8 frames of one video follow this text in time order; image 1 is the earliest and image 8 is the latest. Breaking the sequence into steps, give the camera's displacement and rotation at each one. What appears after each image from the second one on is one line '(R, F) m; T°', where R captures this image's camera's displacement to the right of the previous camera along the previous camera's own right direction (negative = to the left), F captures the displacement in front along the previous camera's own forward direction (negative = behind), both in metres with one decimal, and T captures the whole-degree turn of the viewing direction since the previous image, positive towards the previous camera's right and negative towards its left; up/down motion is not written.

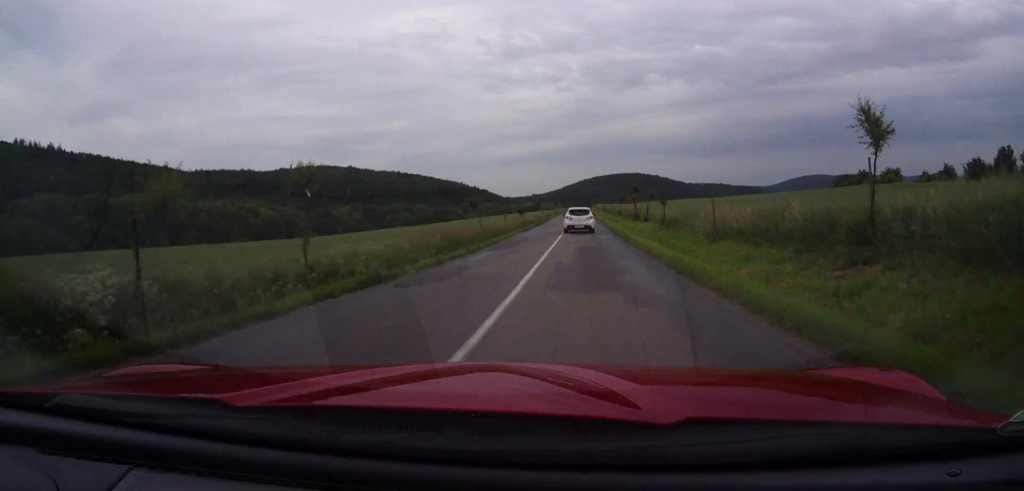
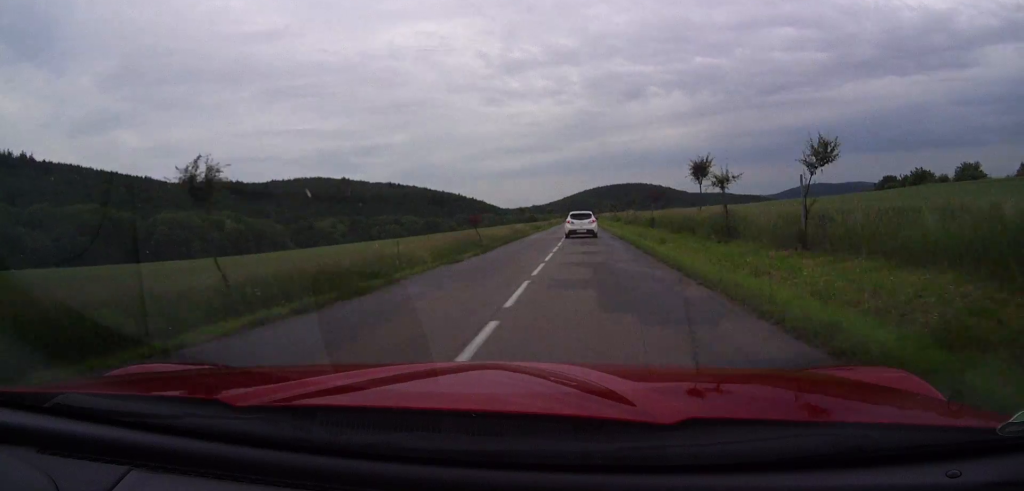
(-0.3, +32.1) m; -1°
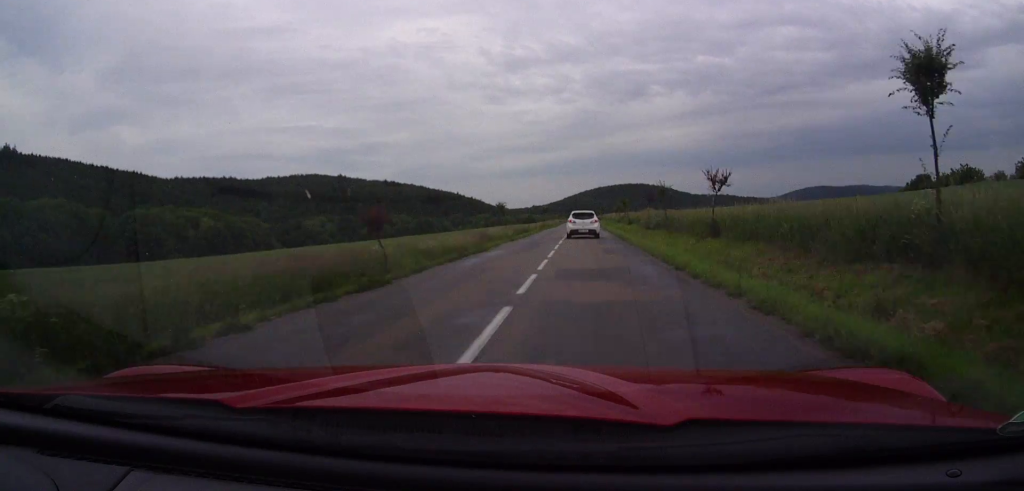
(-0.1, +19.4) m; 0°
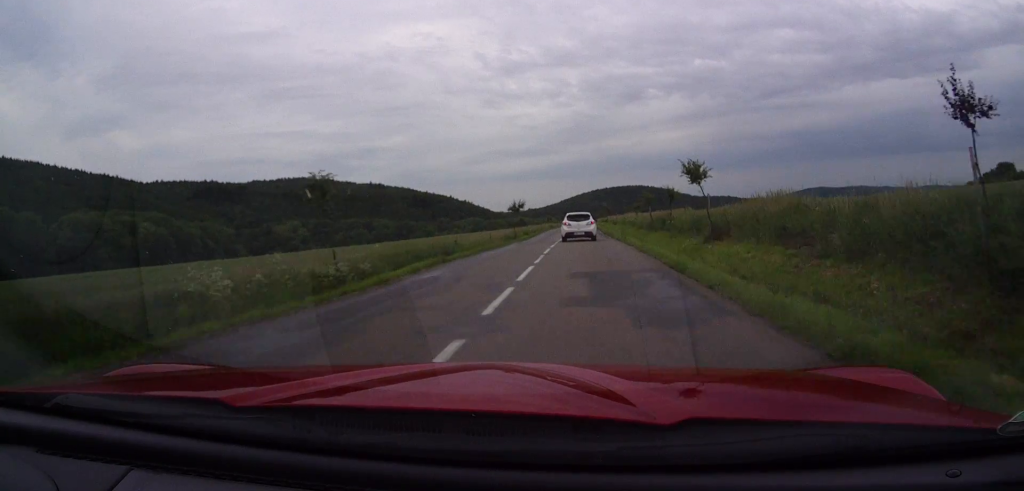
(+0.1, +41.1) m; +1°
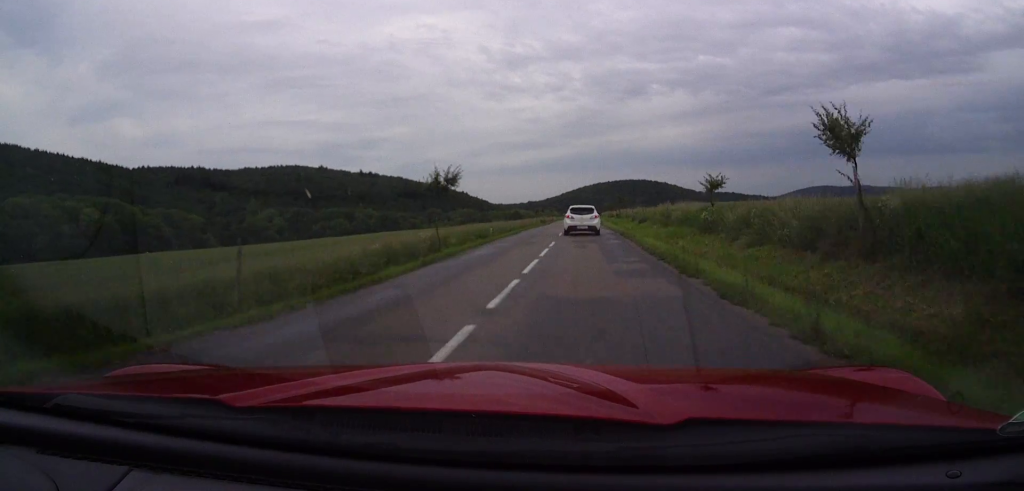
(+0.5, +36.7) m; +1°
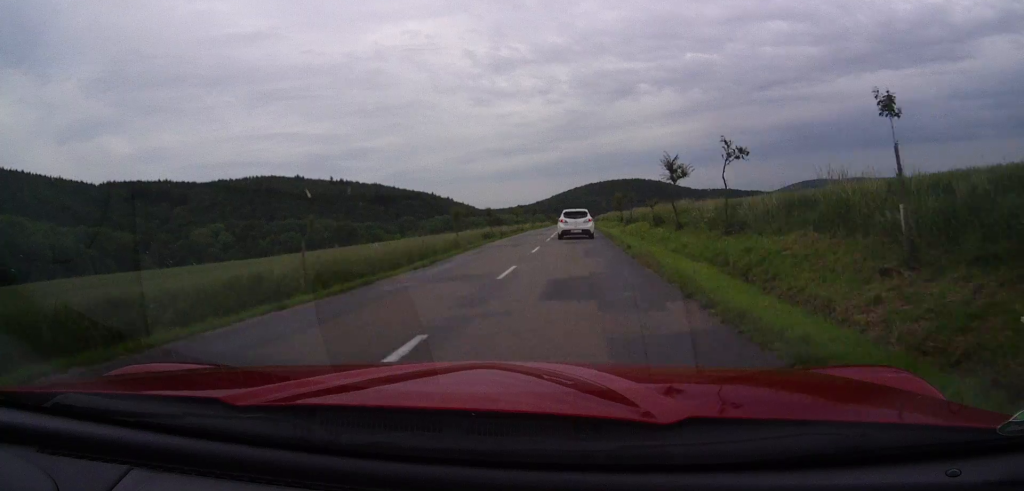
(+0.3, +52.9) m; +1°
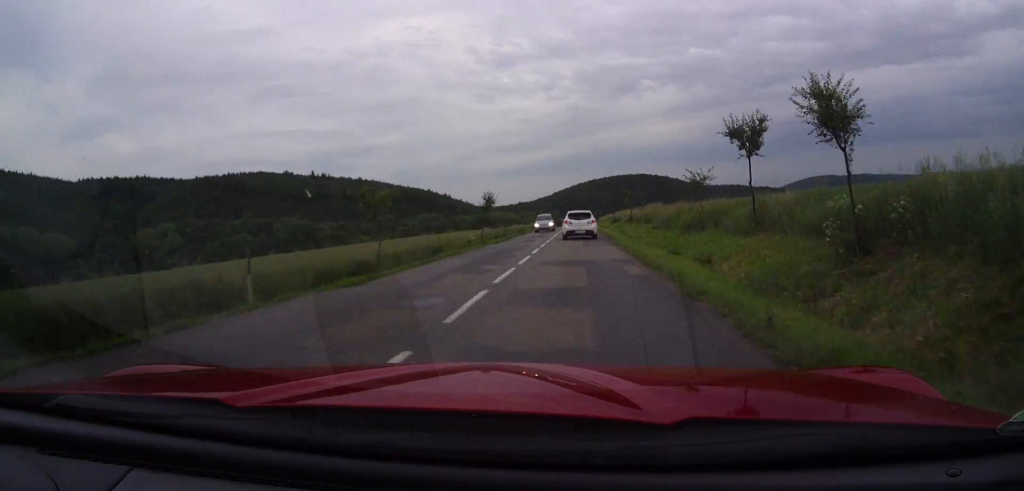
(+0.4, +48.1) m; +1°
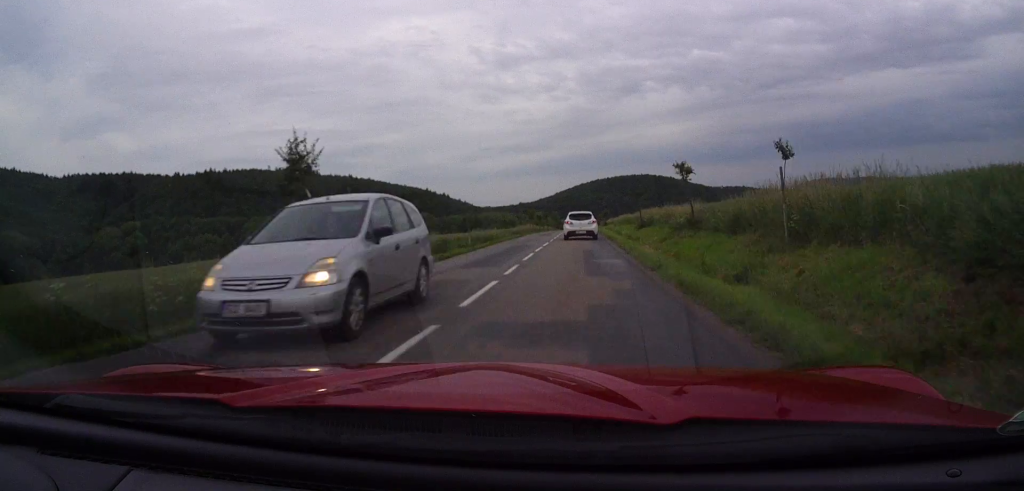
(0.0, +30.4) m; 0°
